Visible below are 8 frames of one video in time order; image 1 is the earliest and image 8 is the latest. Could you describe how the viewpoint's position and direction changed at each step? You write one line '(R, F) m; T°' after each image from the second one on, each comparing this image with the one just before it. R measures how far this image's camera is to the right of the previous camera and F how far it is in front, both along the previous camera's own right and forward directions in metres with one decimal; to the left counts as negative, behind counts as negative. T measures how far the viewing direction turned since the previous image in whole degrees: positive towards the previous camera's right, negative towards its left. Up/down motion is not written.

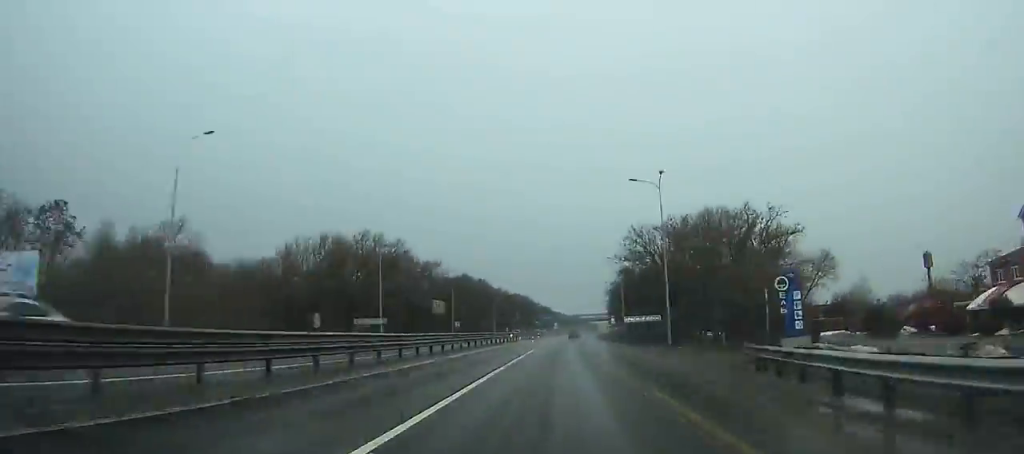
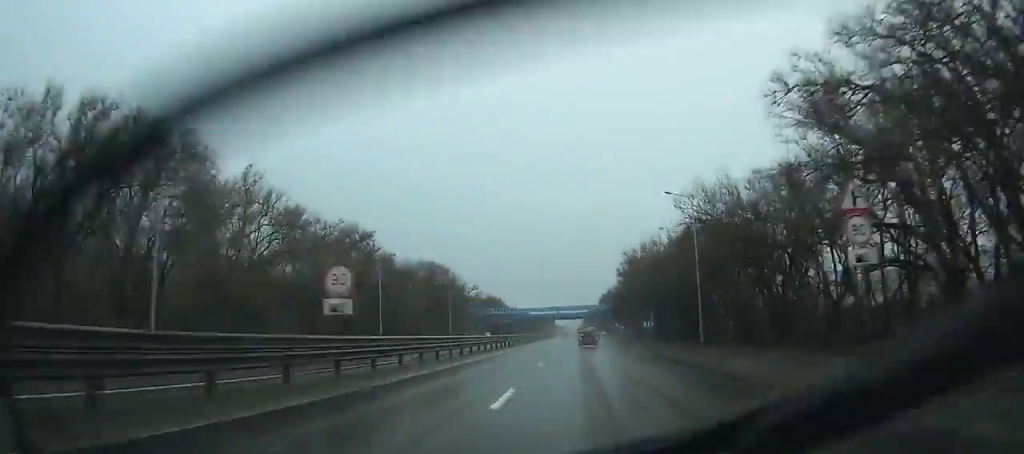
(+5.7, +131.2) m; +3°
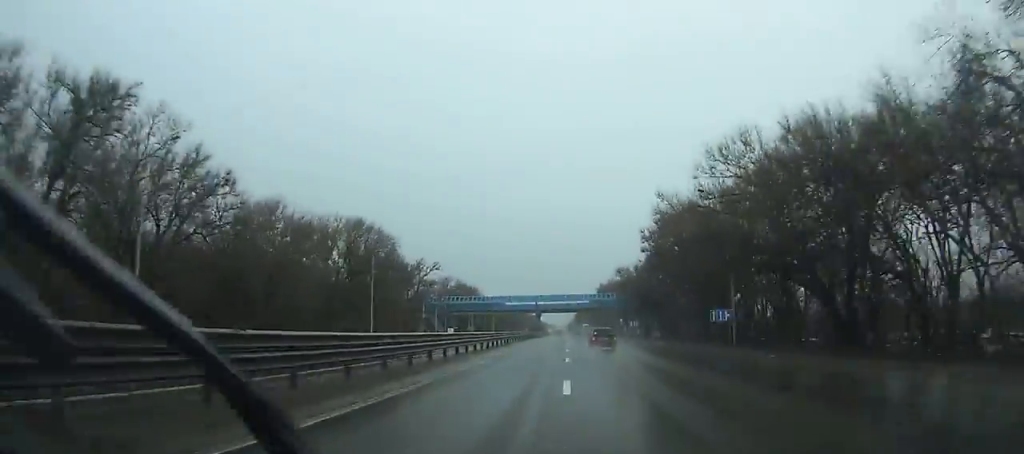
(+0.1, +45.2) m; 0°
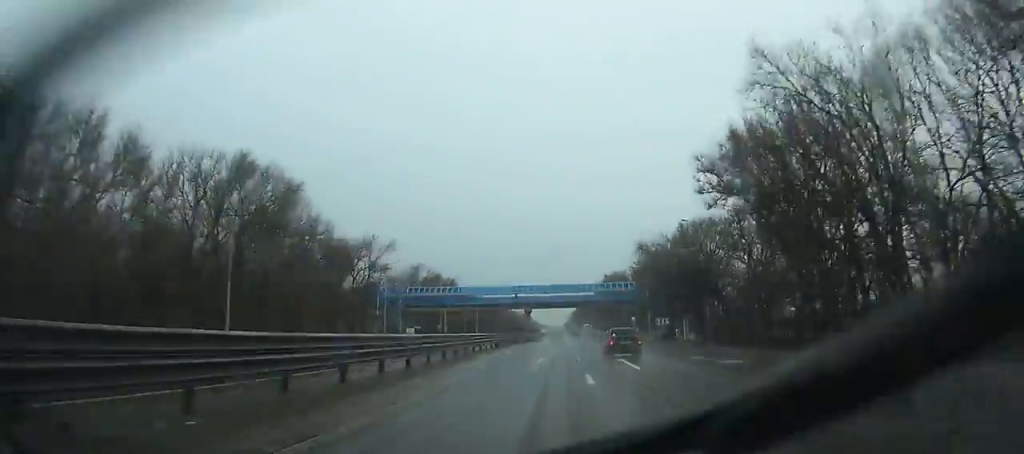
(+0.1, +33.9) m; 0°
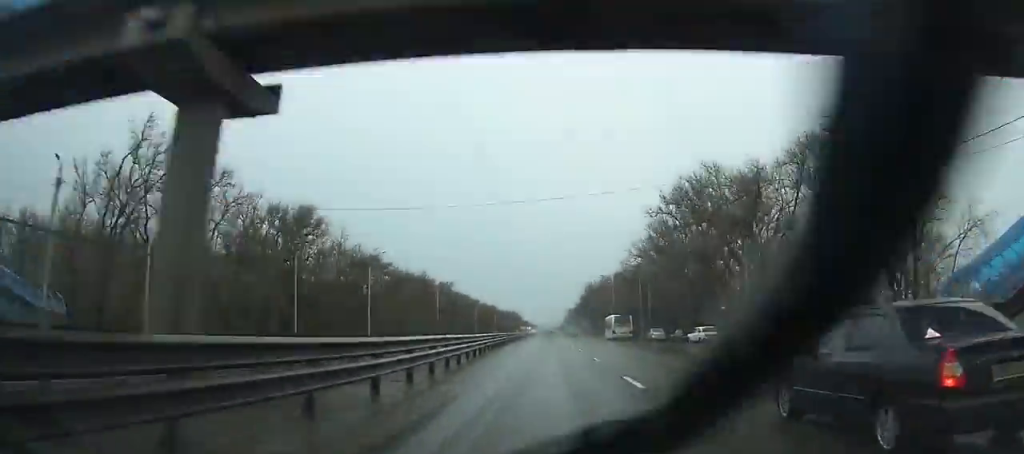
(+0.2, +98.3) m; 0°
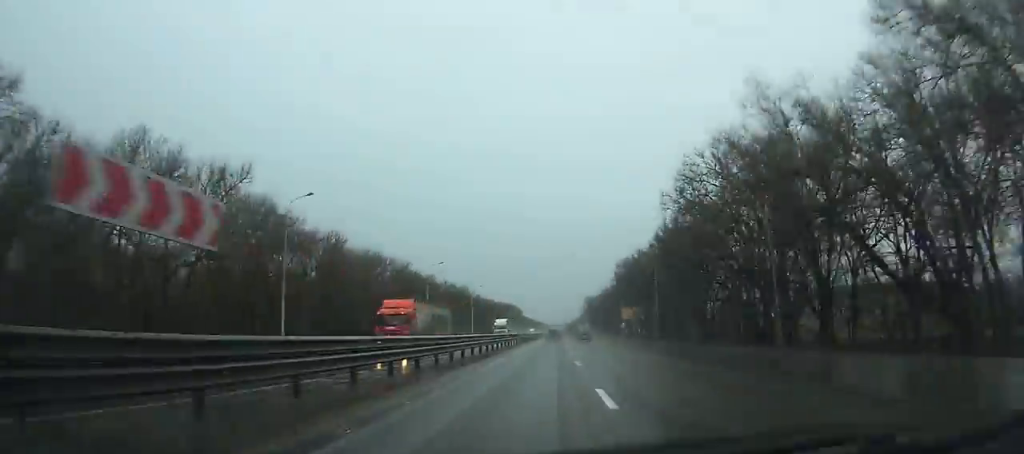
(-0.5, +122.4) m; 0°
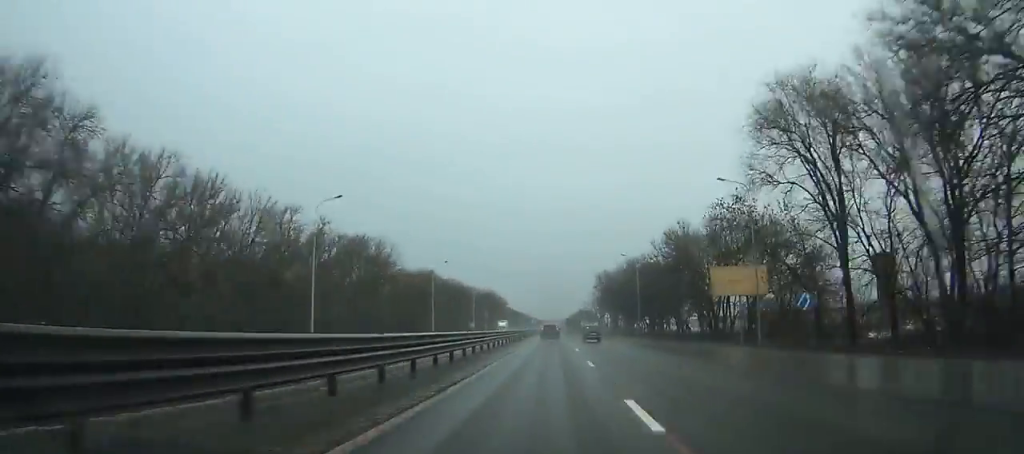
(+0.6, +84.4) m; +1°
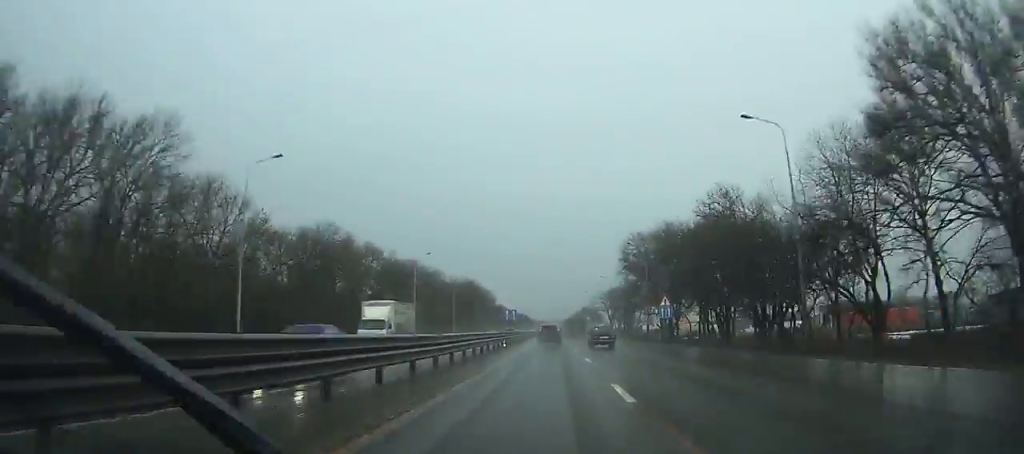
(+0.1, +55.5) m; 0°
